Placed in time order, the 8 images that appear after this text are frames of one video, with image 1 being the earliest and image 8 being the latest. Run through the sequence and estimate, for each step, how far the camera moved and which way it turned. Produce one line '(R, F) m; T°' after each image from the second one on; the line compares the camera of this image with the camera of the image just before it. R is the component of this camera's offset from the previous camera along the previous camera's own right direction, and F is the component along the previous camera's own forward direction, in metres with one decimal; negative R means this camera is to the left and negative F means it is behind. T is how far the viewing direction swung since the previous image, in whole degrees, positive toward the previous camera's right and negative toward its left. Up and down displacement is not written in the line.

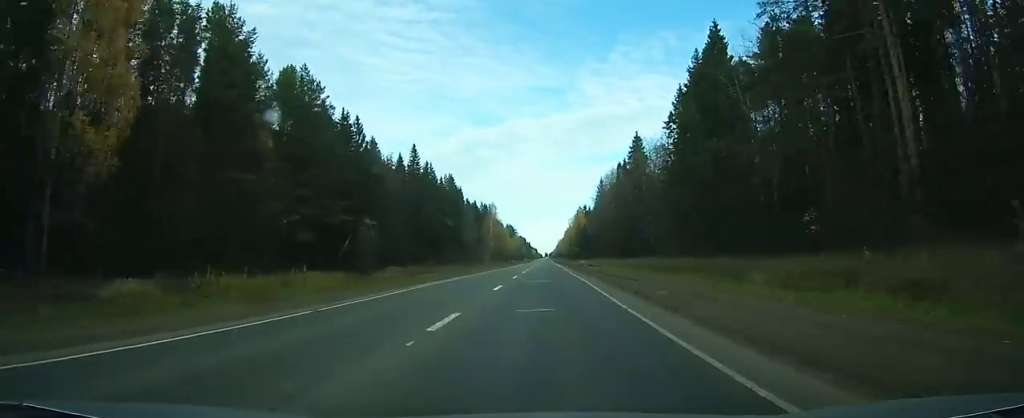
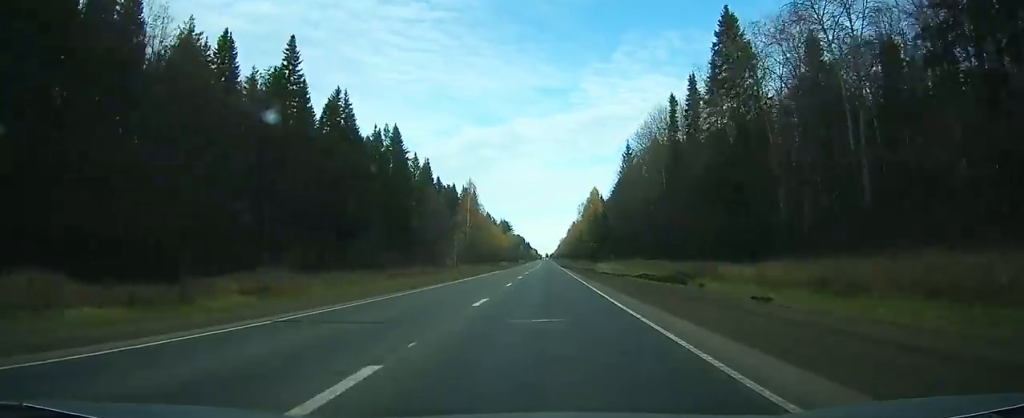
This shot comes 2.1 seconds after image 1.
(0.0, +66.3) m; 0°
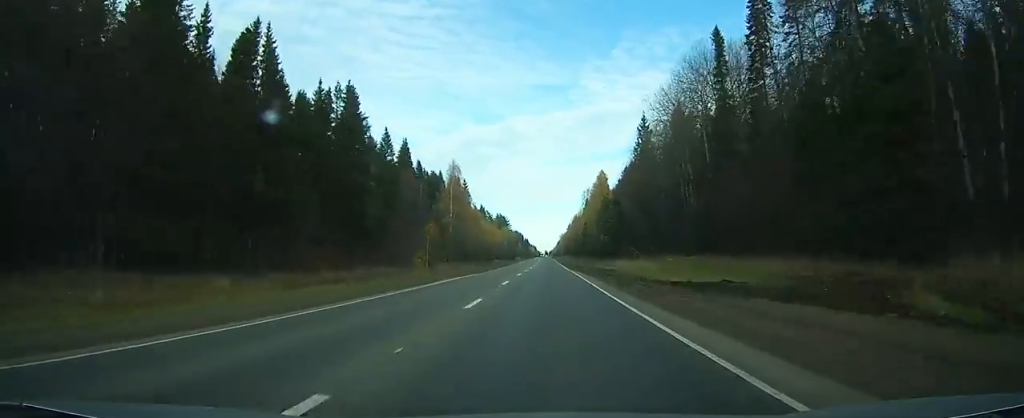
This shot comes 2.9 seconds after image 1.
(+0.1, +25.6) m; 0°
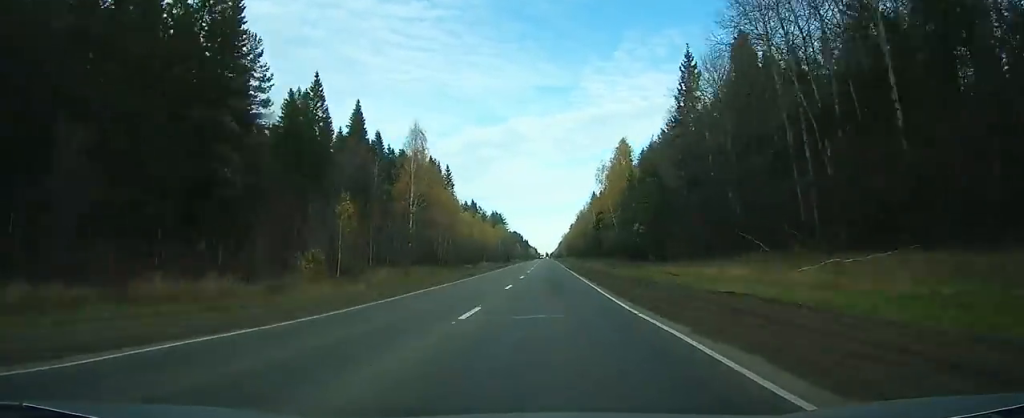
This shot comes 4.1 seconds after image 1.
(+0.2, +38.3) m; 0°
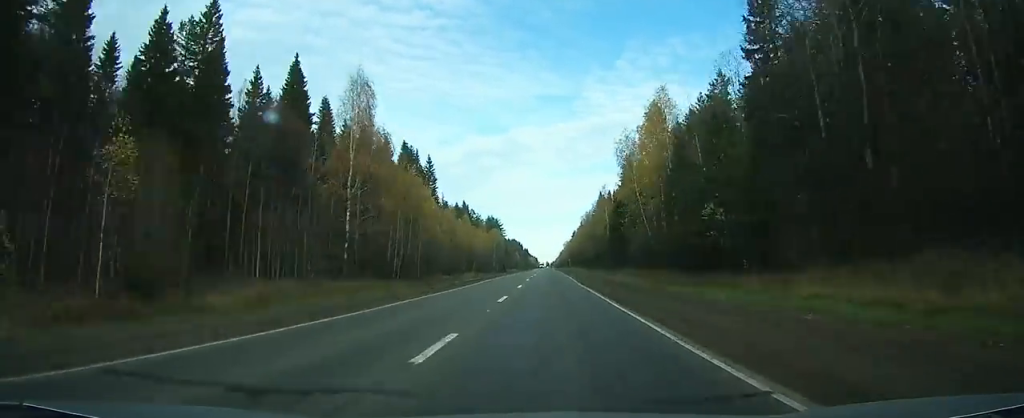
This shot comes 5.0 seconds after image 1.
(-0.1, +29.7) m; 0°
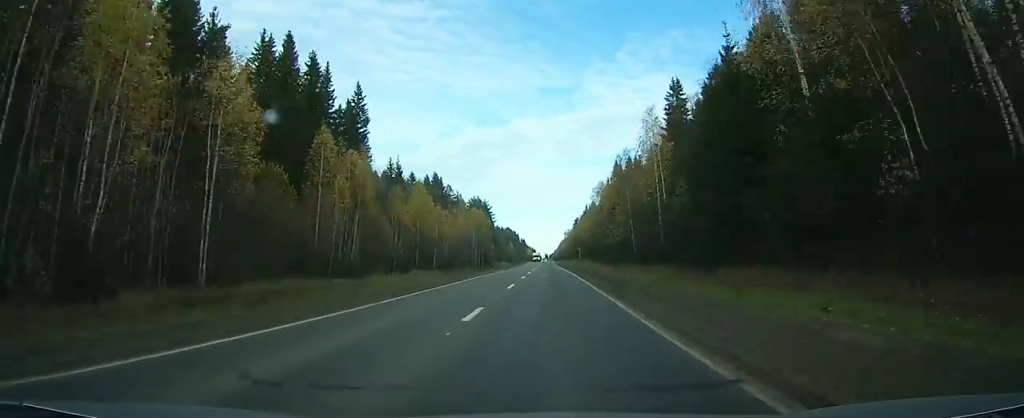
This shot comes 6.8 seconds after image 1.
(-0.2, +56.8) m; 0°
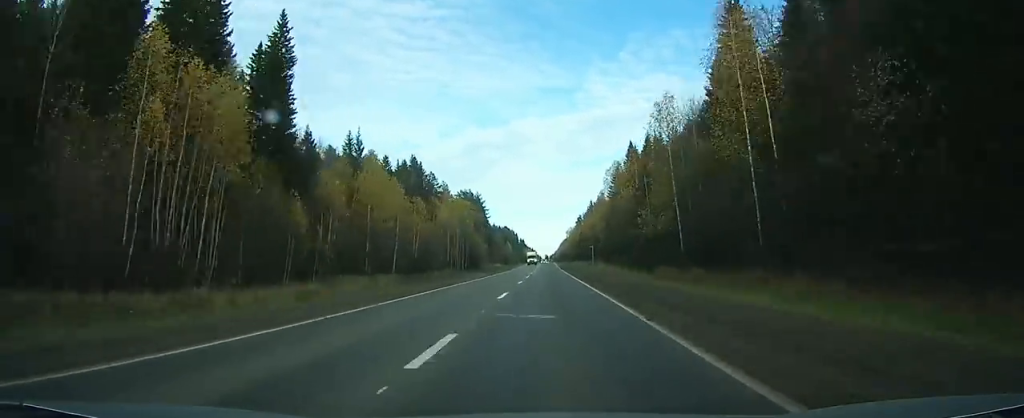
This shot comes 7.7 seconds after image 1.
(-0.1, +29.3) m; 0°
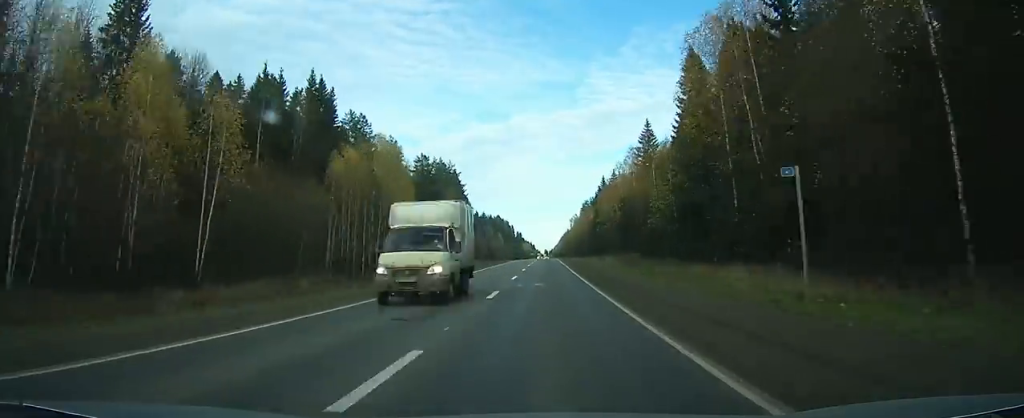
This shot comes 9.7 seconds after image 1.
(+0.1, +62.3) m; 0°
